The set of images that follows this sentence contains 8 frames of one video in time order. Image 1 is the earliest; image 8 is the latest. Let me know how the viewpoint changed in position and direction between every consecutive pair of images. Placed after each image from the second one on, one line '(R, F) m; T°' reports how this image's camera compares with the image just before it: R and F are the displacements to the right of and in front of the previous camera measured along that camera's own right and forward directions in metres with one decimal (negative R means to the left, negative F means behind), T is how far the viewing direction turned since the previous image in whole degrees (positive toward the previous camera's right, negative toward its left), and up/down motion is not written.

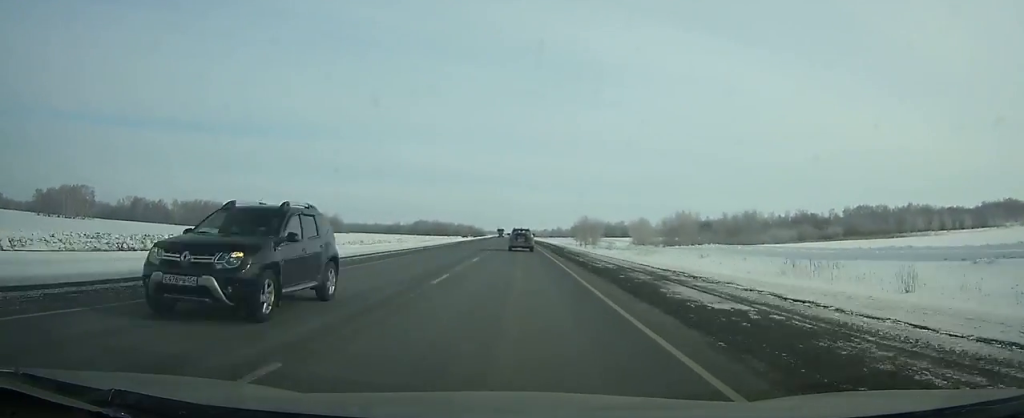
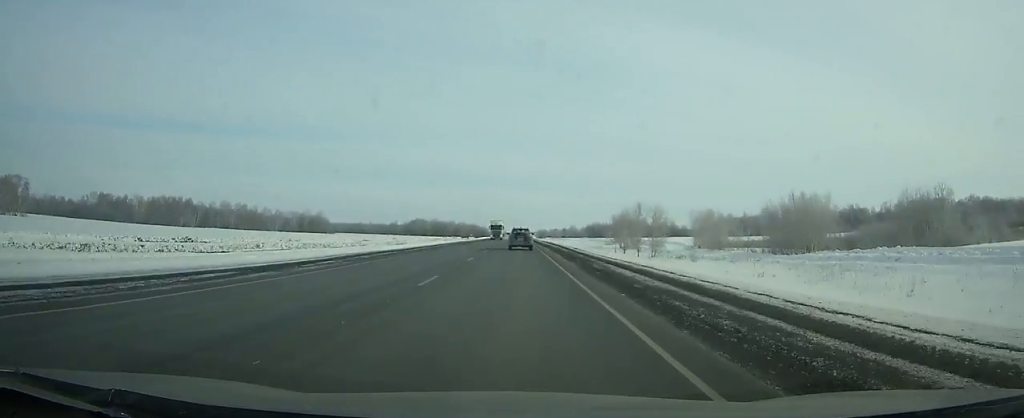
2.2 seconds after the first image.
(-0.4, +64.9) m; -1°
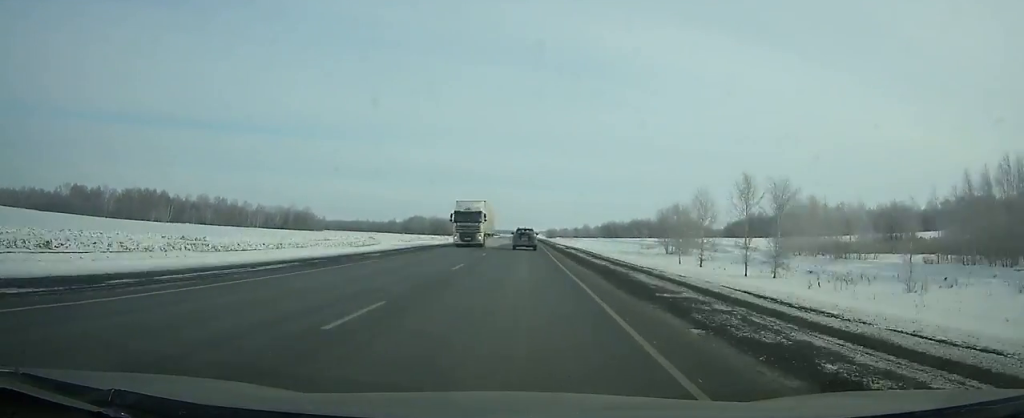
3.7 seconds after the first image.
(-0.3, +42.7) m; 0°
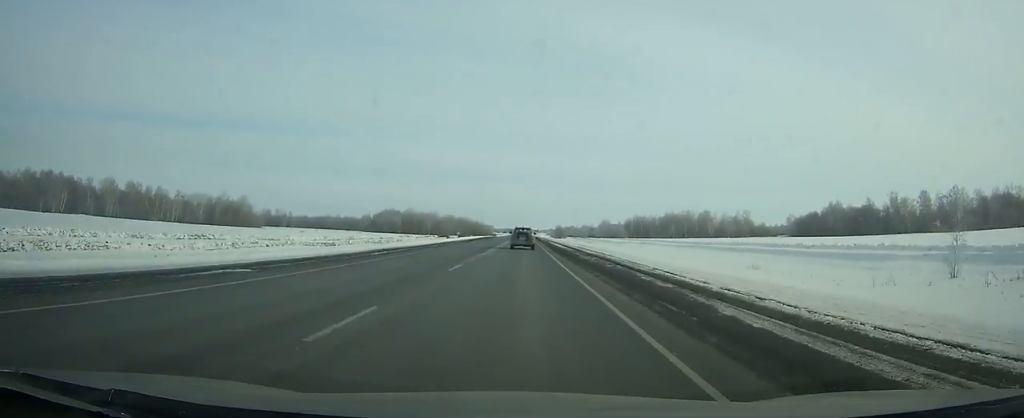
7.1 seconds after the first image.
(-0.4, +94.9) m; 0°
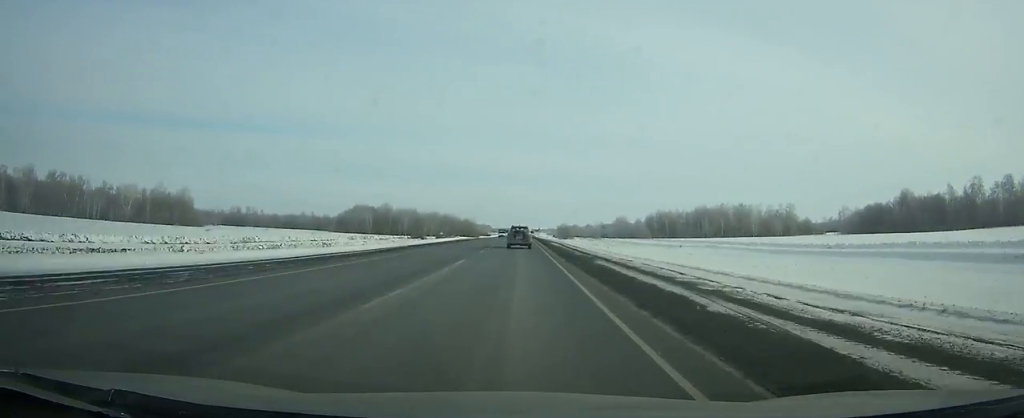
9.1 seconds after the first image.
(-0.1, +54.2) m; 0°
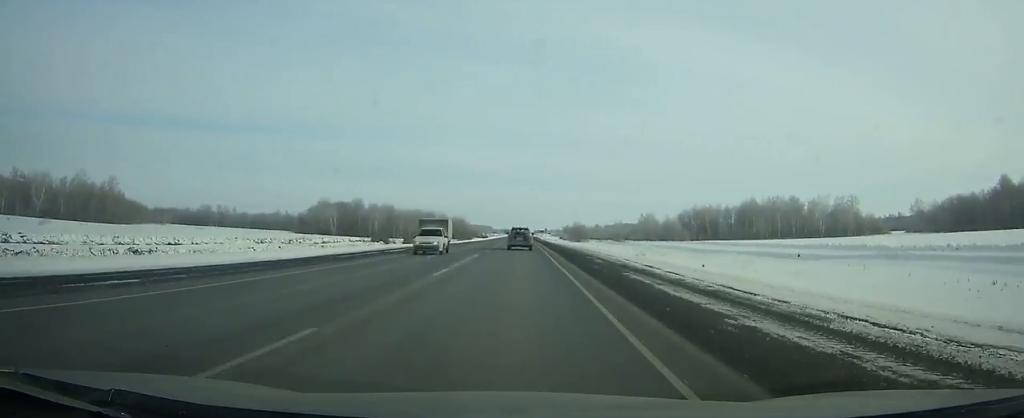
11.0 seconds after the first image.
(-0.1, +50.9) m; 0°
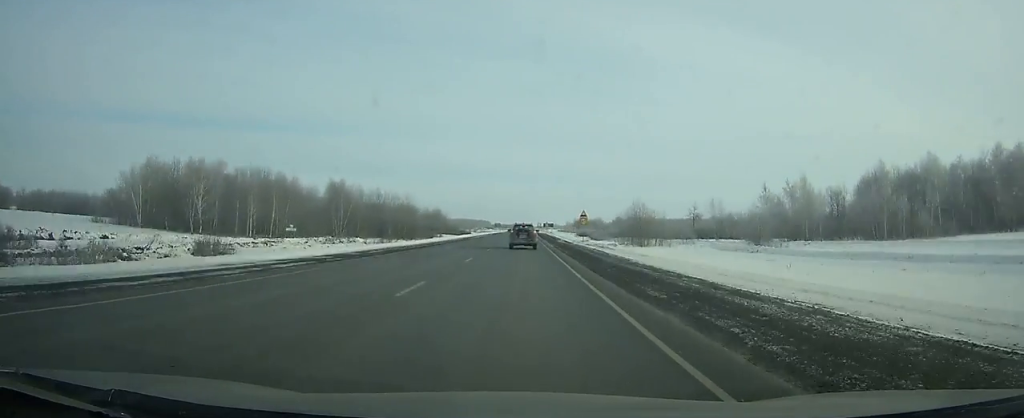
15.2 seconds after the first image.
(0.0, +113.2) m; 0°
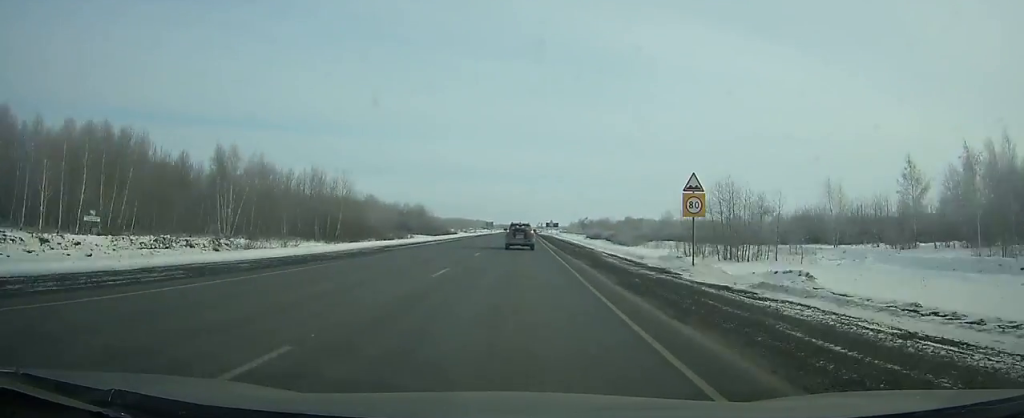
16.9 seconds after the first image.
(0.0, +44.1) m; 0°
